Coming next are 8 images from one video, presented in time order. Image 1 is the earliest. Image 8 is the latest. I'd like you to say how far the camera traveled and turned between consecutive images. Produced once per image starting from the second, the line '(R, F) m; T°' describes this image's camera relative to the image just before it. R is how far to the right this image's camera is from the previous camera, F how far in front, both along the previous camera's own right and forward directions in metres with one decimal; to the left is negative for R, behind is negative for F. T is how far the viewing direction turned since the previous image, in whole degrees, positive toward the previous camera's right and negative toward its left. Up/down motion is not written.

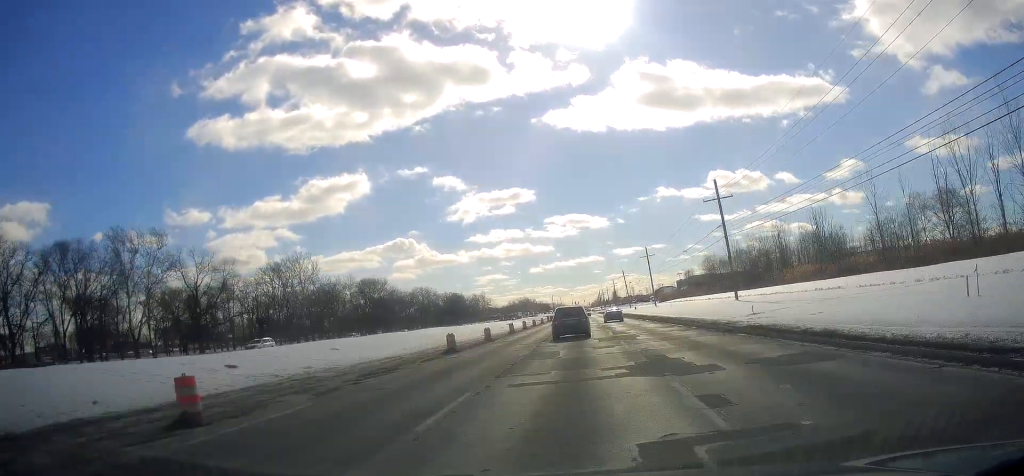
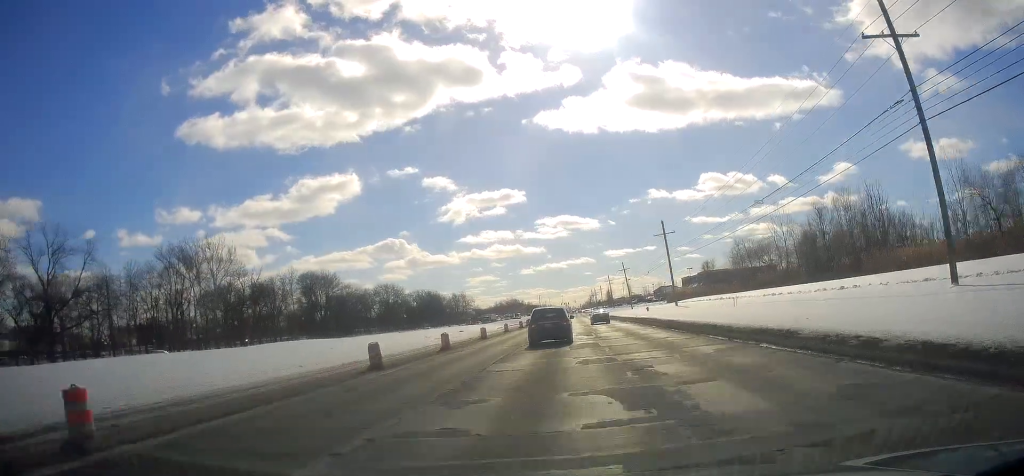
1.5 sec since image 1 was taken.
(+1.0, +36.5) m; +2°
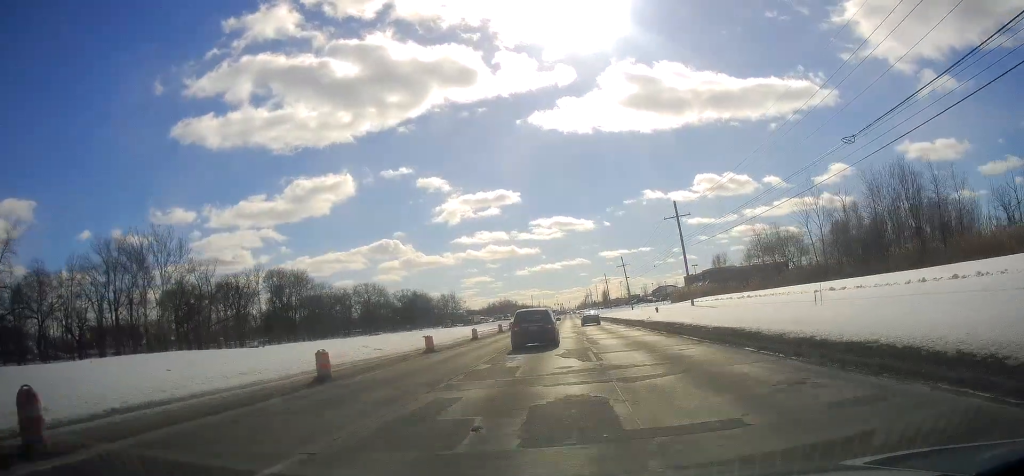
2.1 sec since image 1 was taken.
(0.0, +15.8) m; 0°
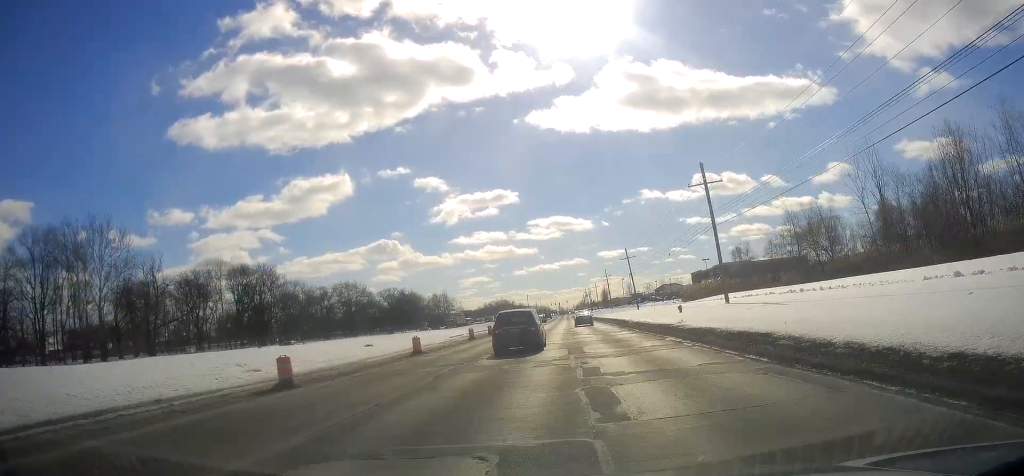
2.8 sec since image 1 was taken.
(0.0, +16.5) m; 0°
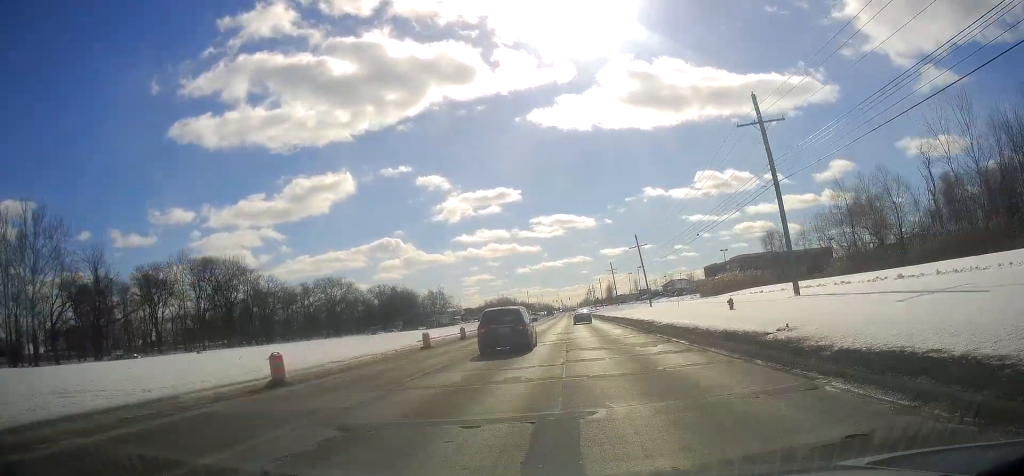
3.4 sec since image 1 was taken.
(0.0, +15.8) m; 0°
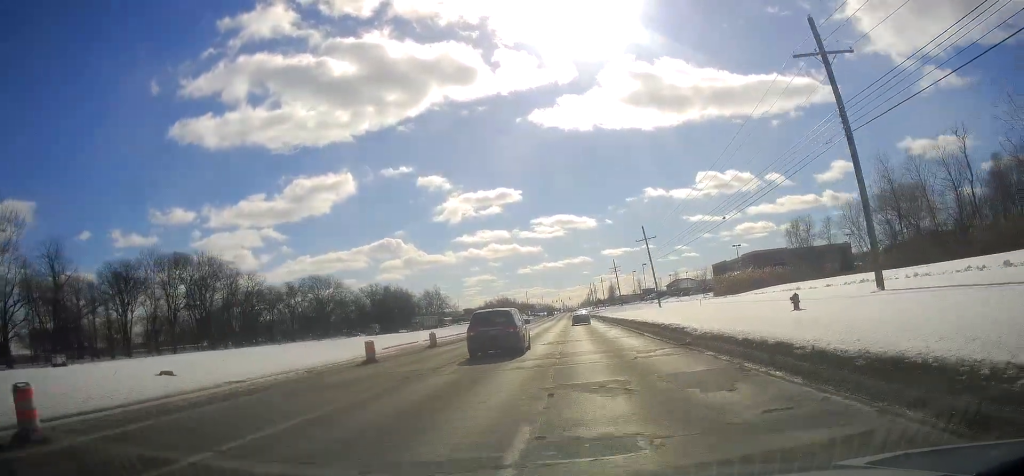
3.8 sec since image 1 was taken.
(0.0, +10.0) m; 0°
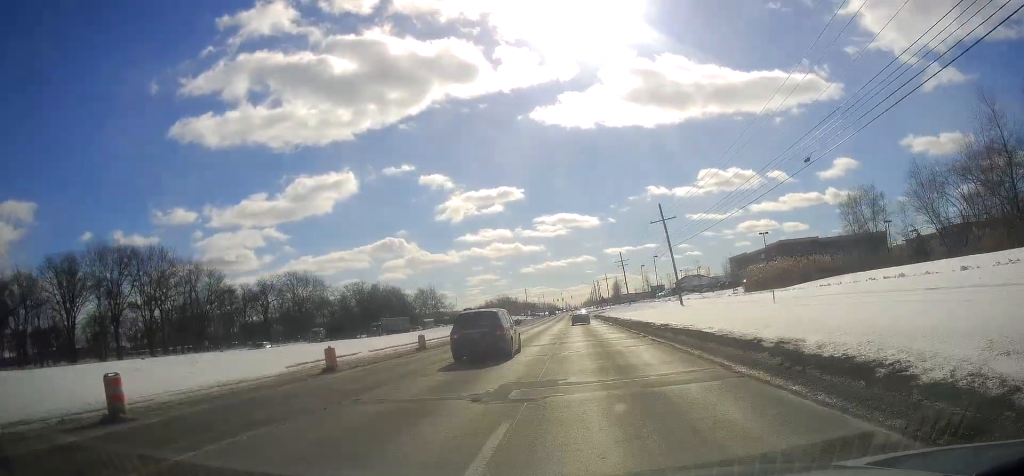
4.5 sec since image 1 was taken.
(0.0, +16.8) m; -1°
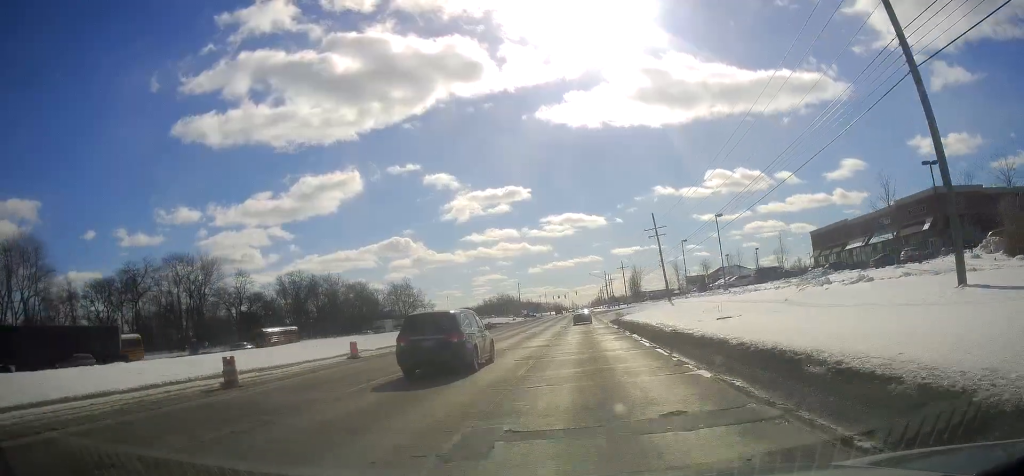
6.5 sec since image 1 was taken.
(-0.6, +51.6) m; 0°
